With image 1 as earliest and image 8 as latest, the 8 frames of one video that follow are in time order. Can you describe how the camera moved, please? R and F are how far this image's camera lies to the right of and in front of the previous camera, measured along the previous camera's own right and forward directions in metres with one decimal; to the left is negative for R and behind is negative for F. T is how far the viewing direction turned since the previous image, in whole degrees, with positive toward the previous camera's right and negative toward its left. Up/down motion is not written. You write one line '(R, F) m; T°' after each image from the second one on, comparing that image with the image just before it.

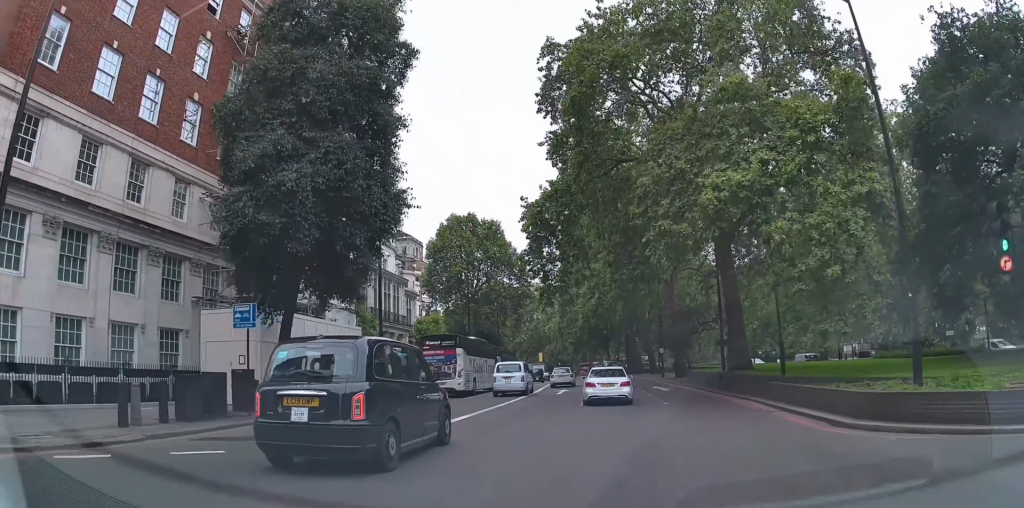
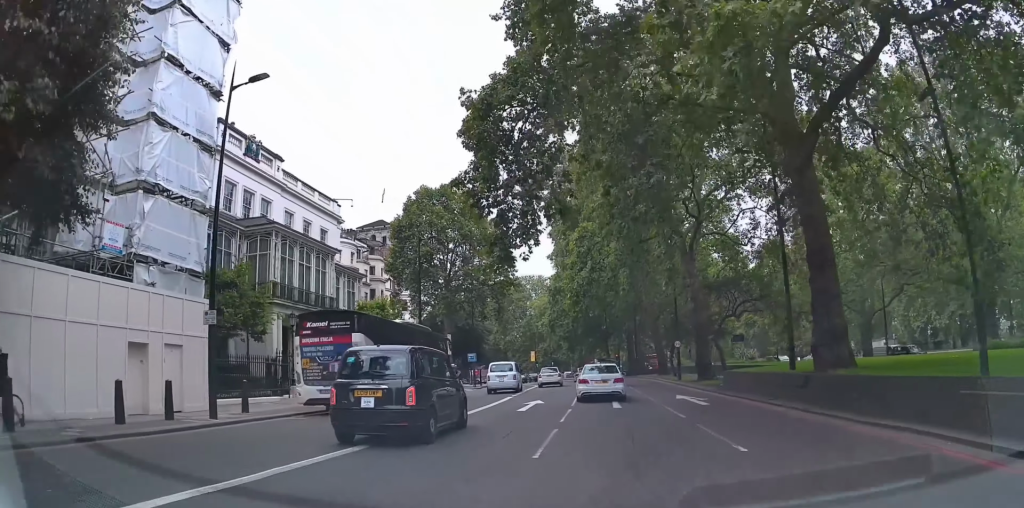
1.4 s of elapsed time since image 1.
(0.0, +13.0) m; 0°
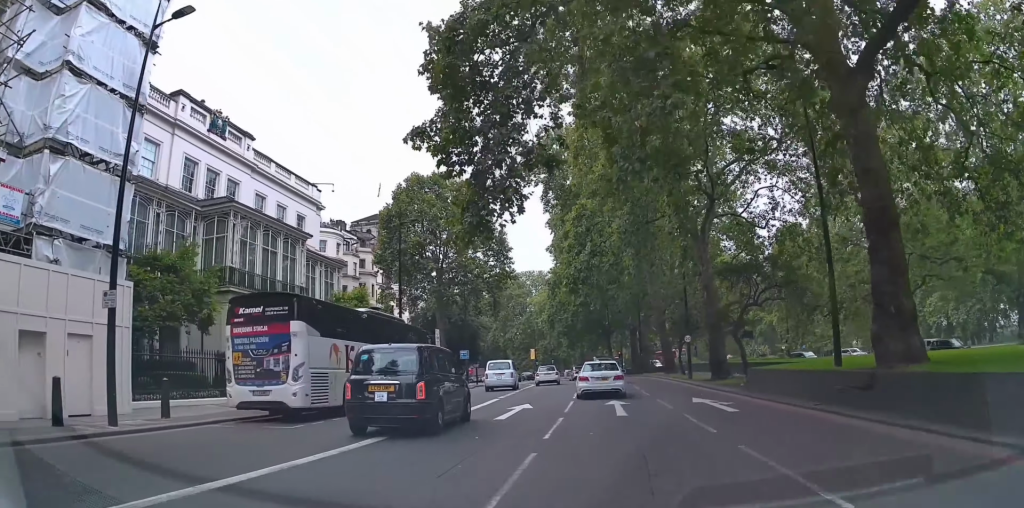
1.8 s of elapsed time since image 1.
(0.0, +4.0) m; 0°
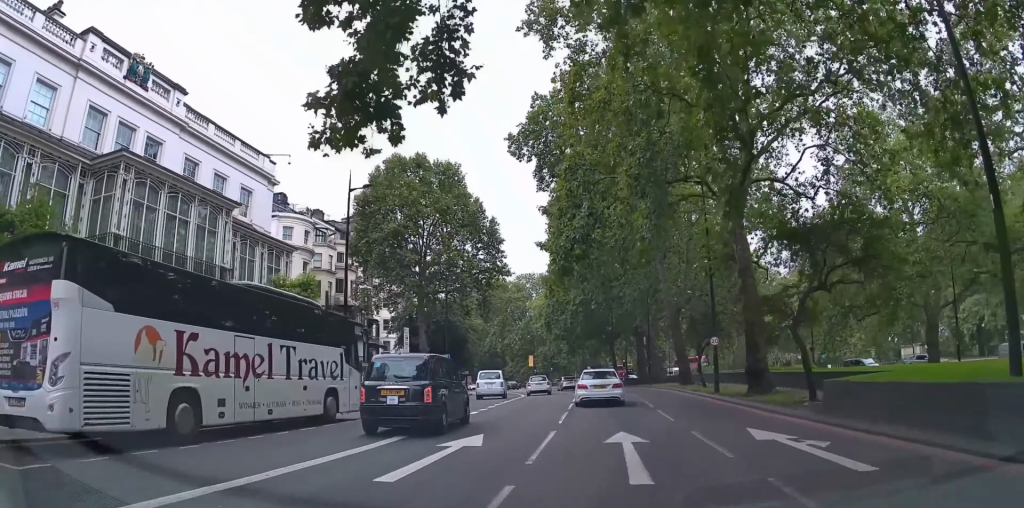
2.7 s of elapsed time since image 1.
(-0.1, +7.7) m; -1°
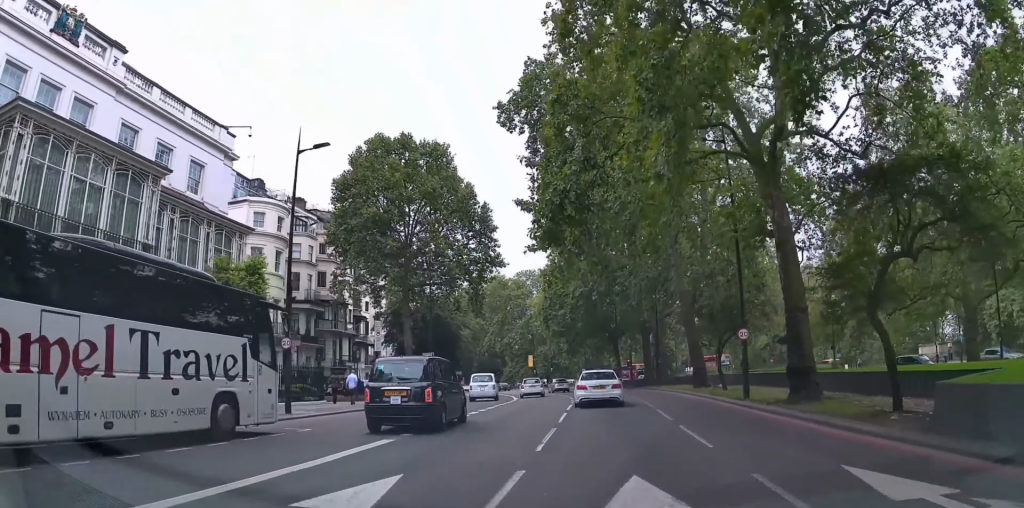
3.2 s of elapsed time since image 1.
(0.0, +5.2) m; 0°
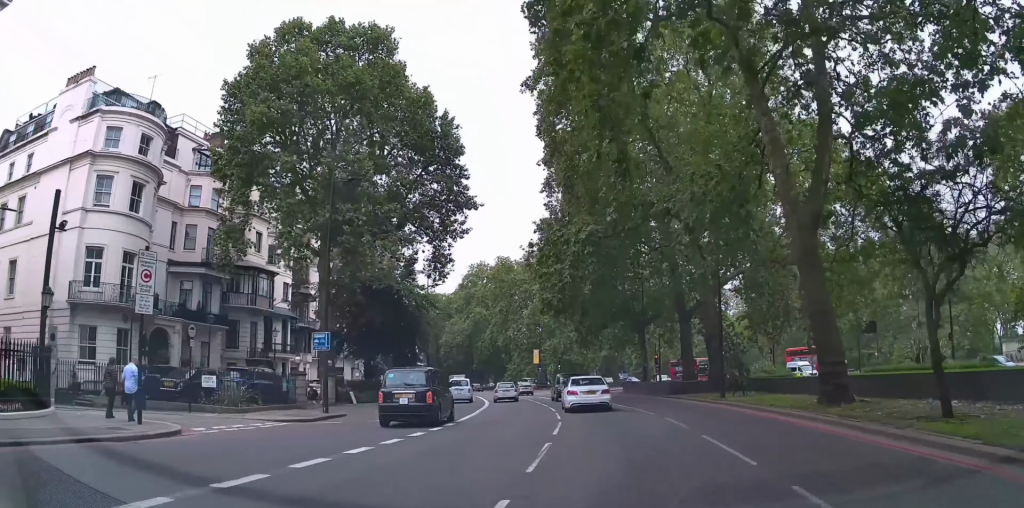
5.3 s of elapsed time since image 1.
(-0.2, +18.0) m; -4°
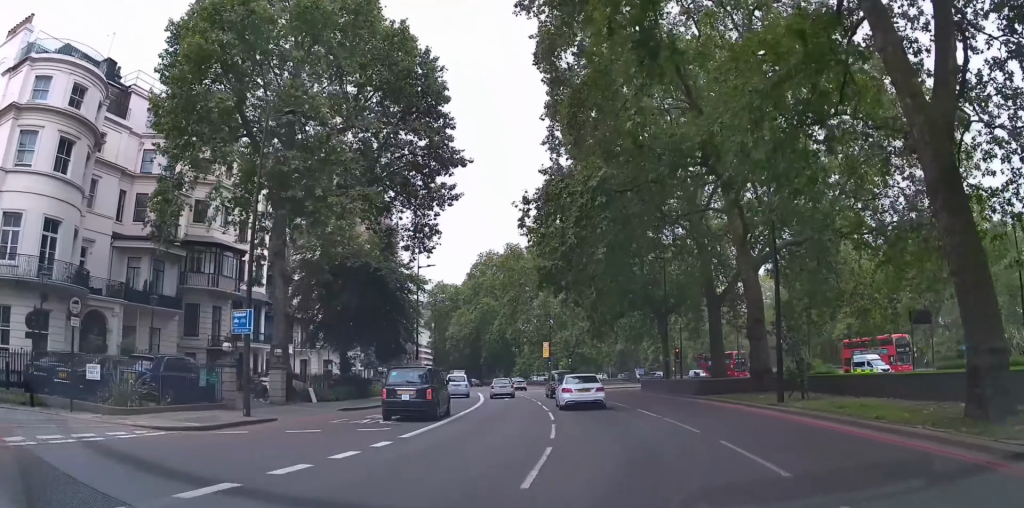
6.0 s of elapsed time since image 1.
(-0.2, +6.3) m; -2°
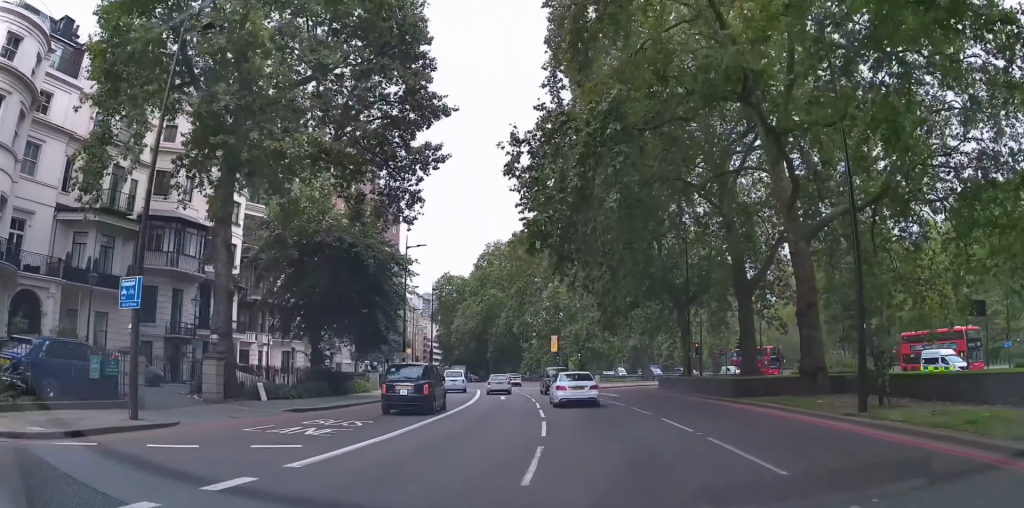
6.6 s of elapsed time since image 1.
(0.0, +5.1) m; -2°
